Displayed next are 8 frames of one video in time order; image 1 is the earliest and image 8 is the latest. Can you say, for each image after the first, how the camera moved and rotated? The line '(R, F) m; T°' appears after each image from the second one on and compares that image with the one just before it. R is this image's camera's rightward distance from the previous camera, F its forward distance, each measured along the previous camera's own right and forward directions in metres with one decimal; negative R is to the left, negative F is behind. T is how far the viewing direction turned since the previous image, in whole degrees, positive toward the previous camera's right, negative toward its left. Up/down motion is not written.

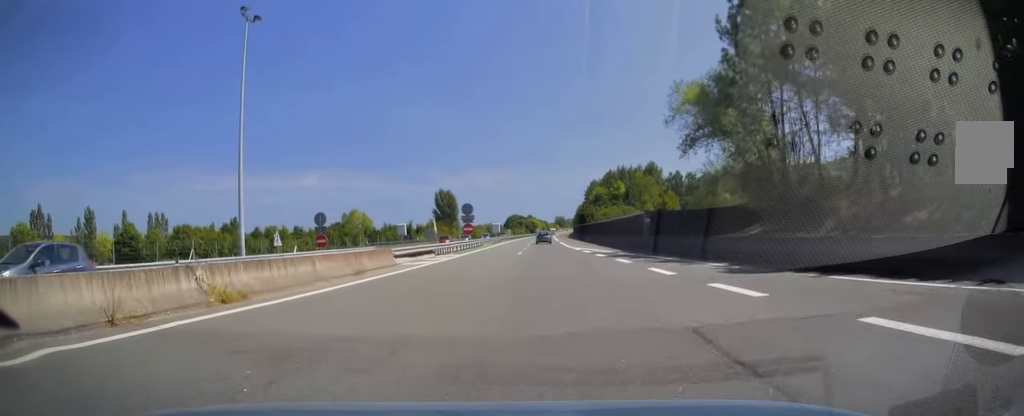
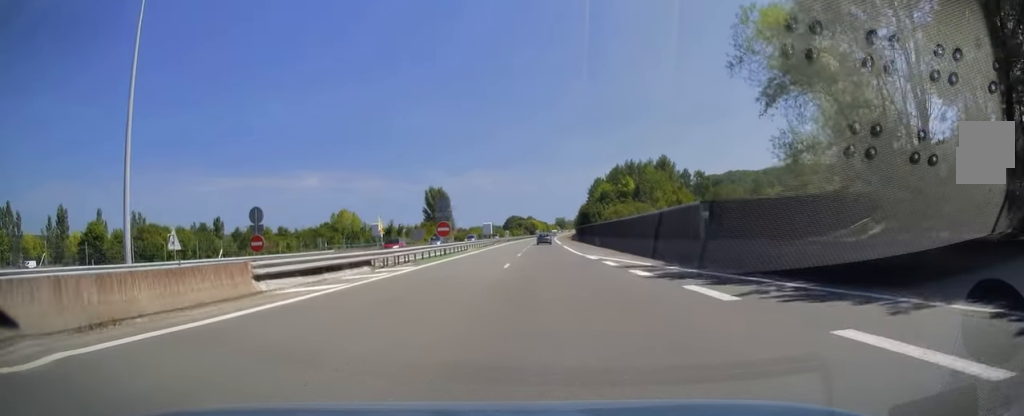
(0.0, +13.3) m; 0°
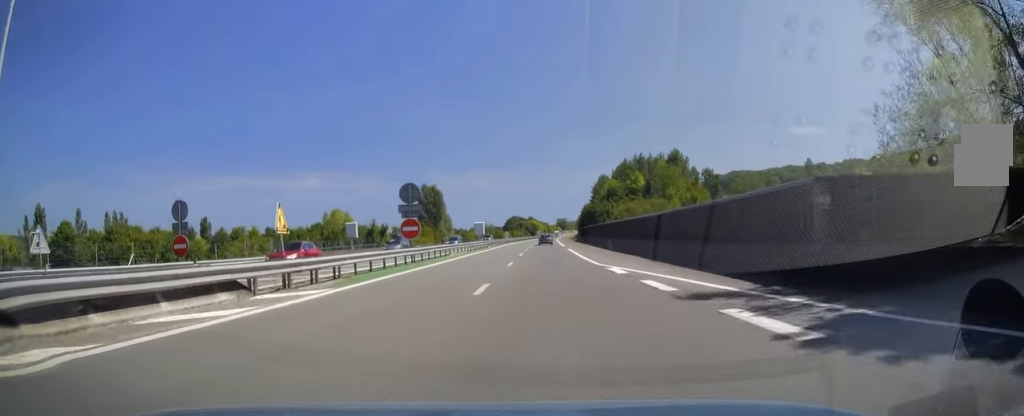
(0.0, +10.3) m; 0°
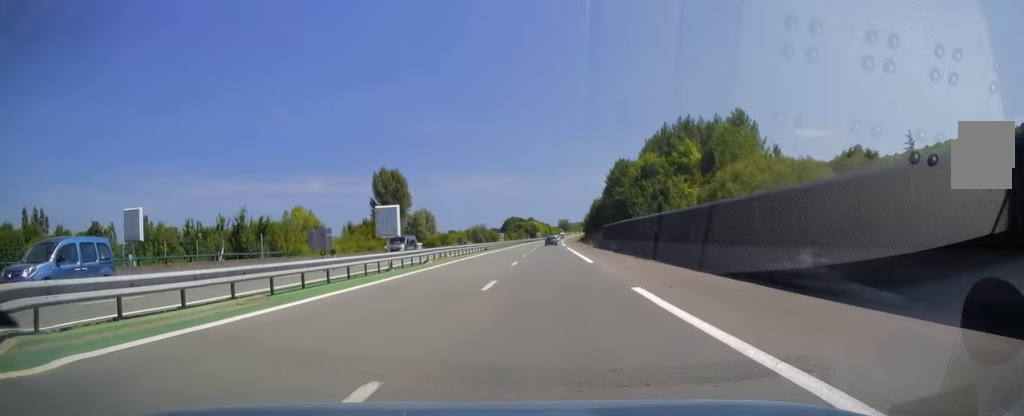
(-0.3, +36.9) m; 0°
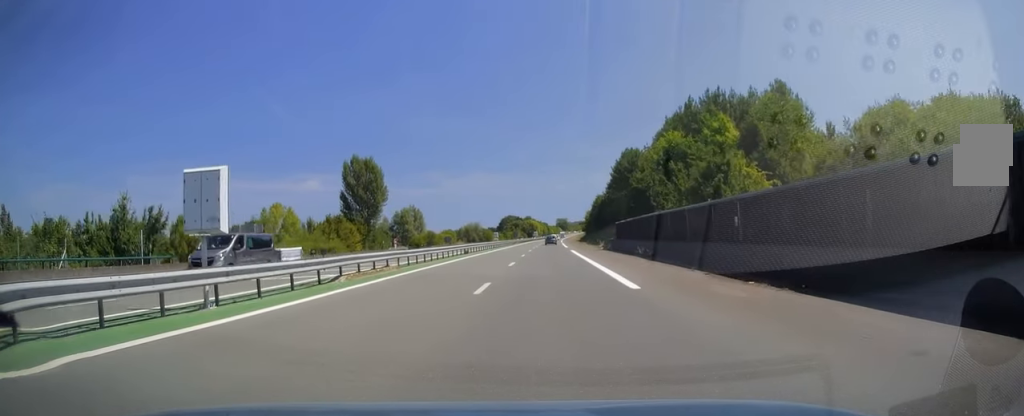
(0.0, +14.4) m; 0°
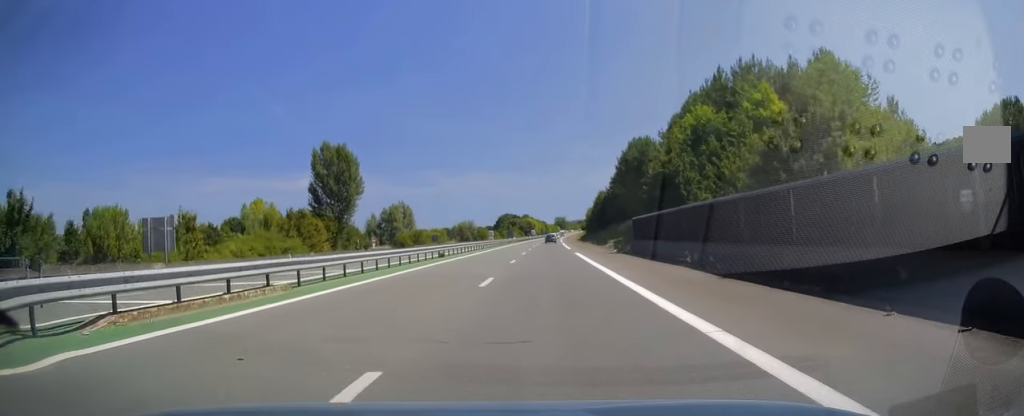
(+0.1, +11.4) m; 0°
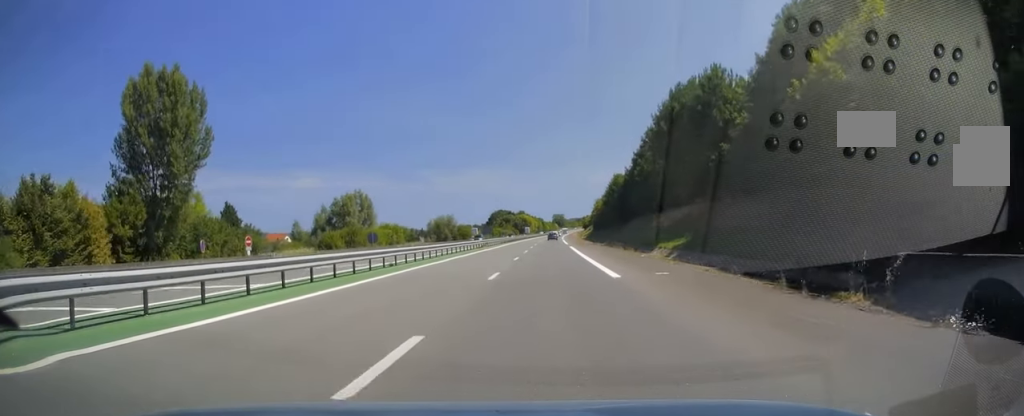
(0.0, +36.9) m; +1°
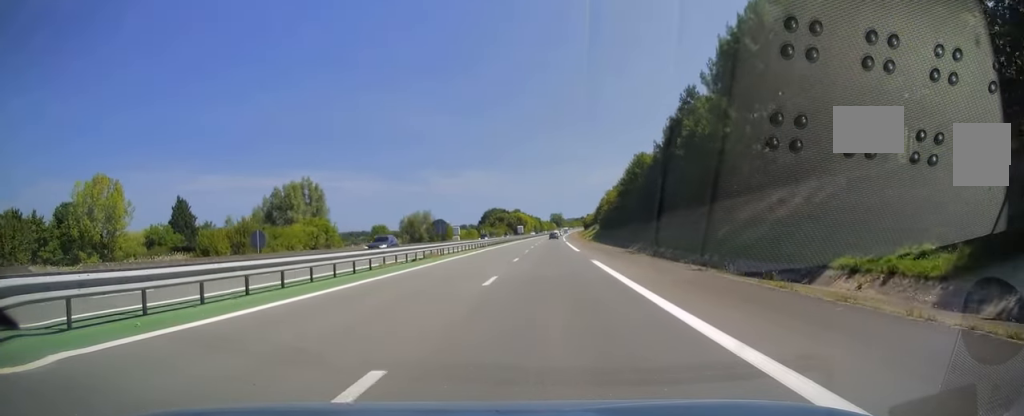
(+0.2, +27.9) m; 0°
